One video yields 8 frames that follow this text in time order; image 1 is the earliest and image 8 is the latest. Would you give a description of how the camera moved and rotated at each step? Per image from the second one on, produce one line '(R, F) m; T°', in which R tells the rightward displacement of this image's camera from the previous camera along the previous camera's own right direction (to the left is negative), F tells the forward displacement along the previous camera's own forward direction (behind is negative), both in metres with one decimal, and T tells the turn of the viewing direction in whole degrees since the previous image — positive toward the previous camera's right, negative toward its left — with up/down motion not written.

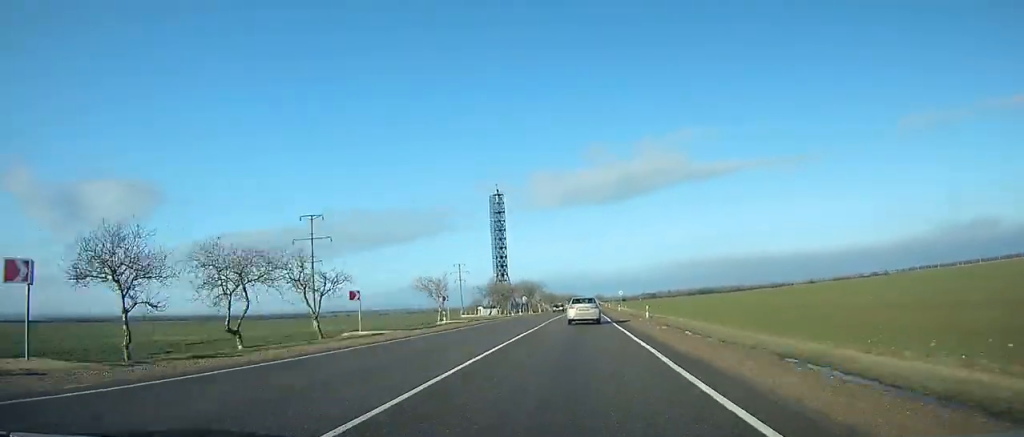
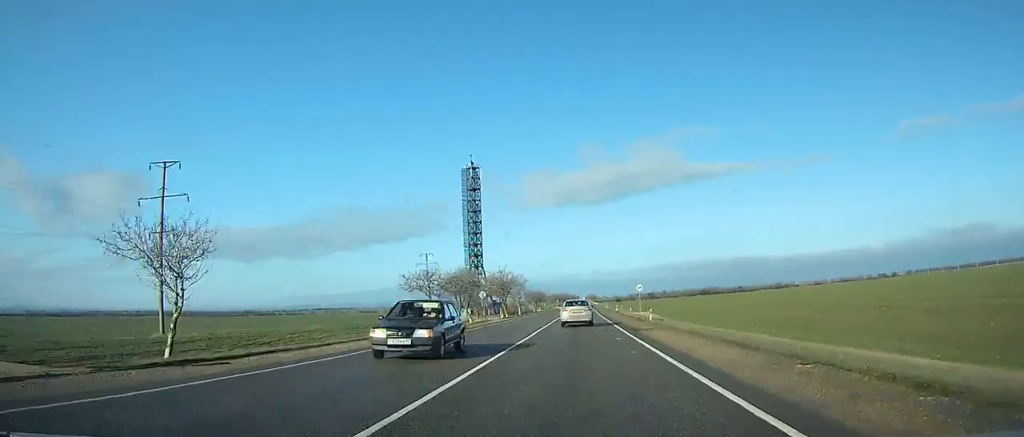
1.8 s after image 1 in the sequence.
(+0.5, +39.0) m; +1°
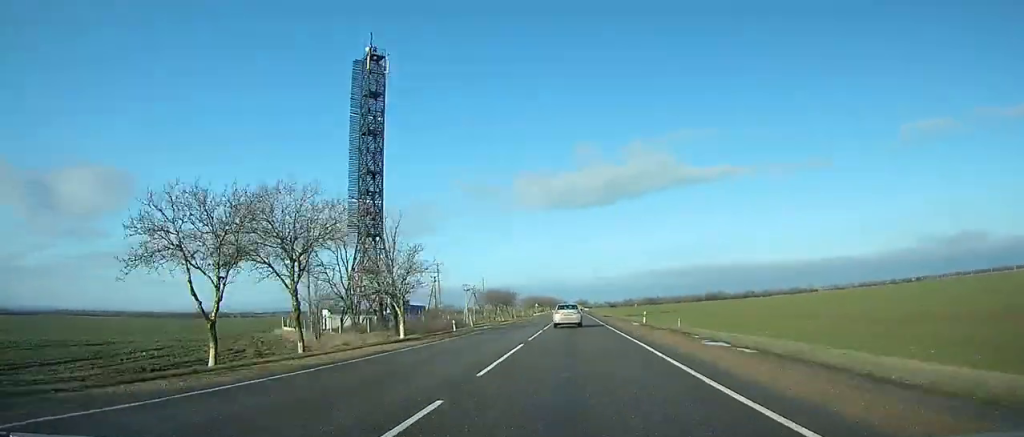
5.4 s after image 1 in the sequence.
(+0.7, +78.2) m; +1°
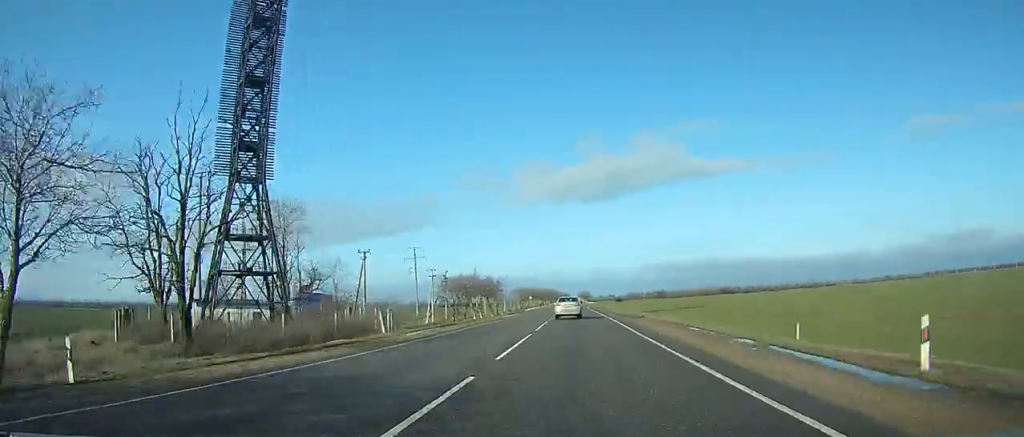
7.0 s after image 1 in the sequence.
(0.0, +35.2) m; 0°
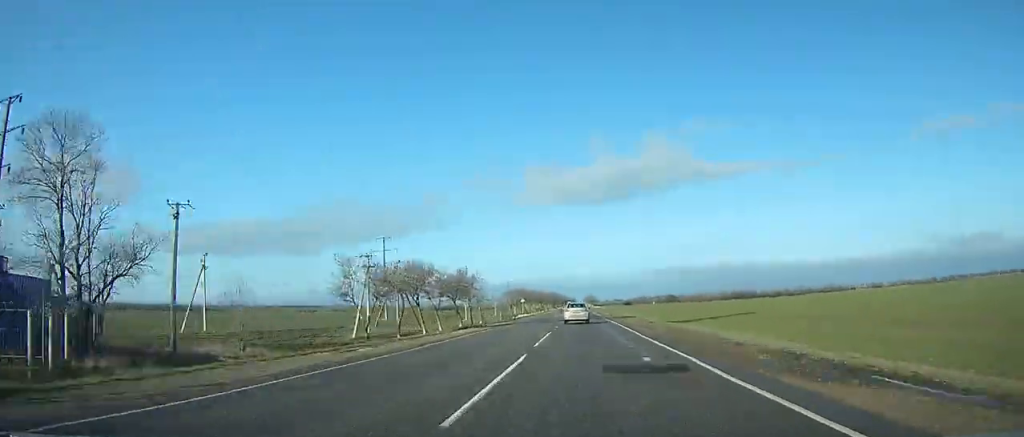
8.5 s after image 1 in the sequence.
(0.0, +33.2) m; 0°
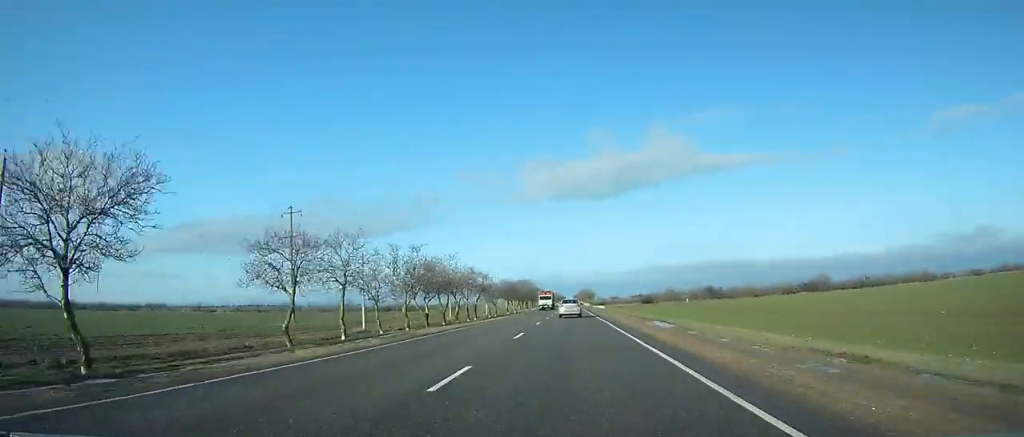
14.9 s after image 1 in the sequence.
(+0.9, +145.6) m; 0°
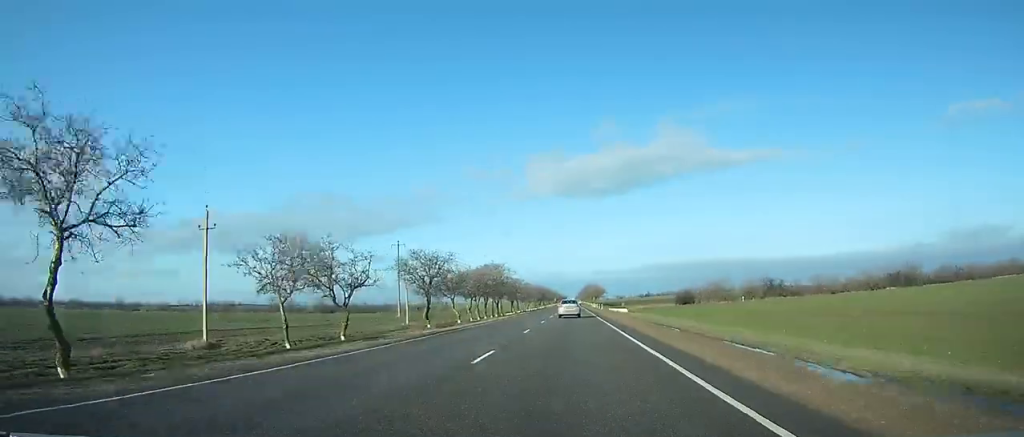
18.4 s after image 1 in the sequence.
(-0.2, +81.9) m; -2°
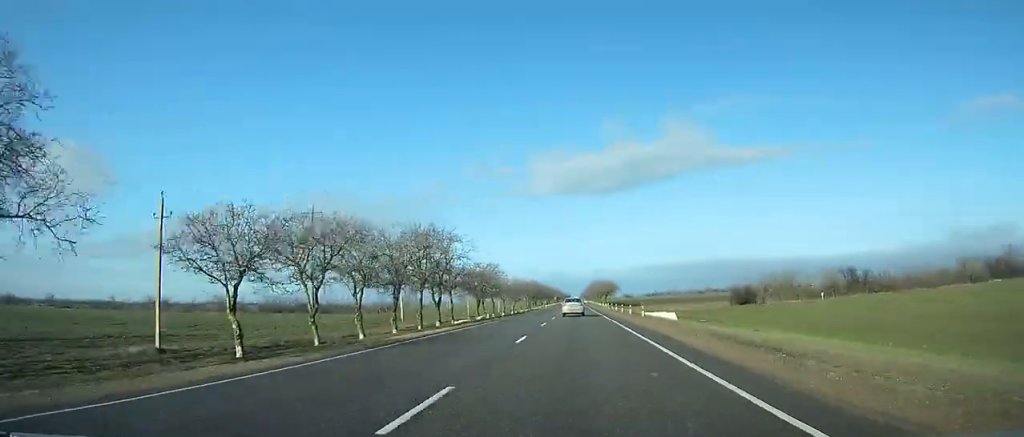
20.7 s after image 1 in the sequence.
(-0.7, +54.4) m; -1°
